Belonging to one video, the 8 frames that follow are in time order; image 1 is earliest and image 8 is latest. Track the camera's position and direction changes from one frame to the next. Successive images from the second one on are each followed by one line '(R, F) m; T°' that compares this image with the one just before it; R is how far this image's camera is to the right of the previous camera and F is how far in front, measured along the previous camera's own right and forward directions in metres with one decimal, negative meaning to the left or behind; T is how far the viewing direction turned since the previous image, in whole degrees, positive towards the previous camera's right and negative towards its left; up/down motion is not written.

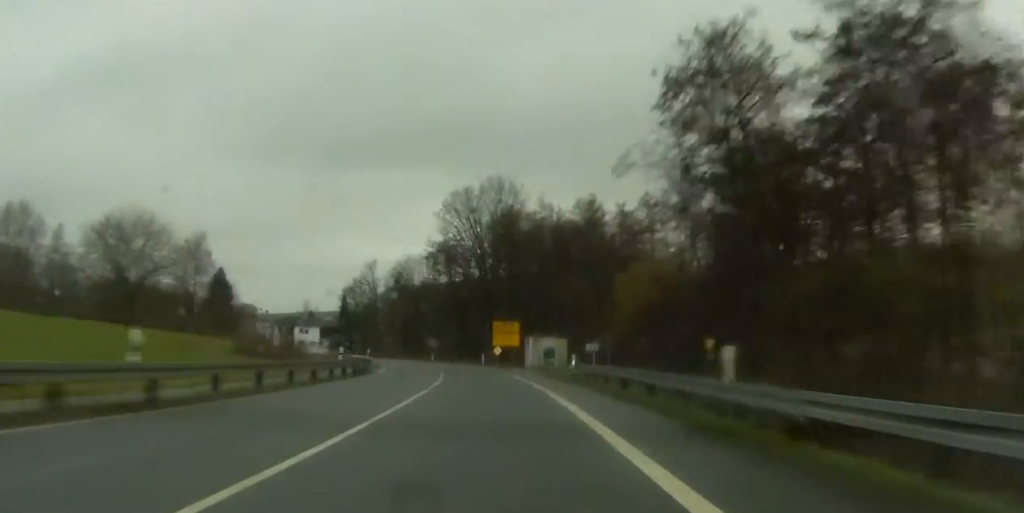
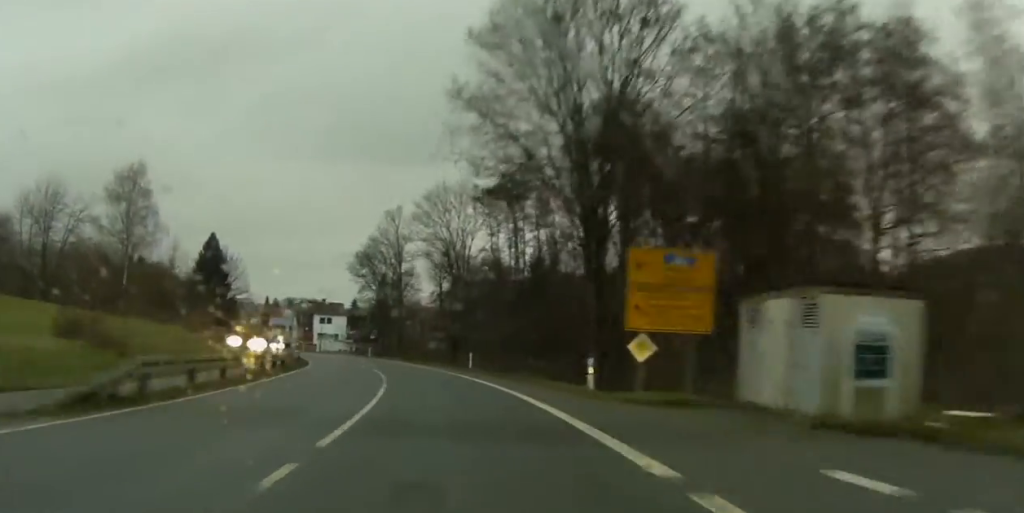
(+1.7, +52.4) m; 0°
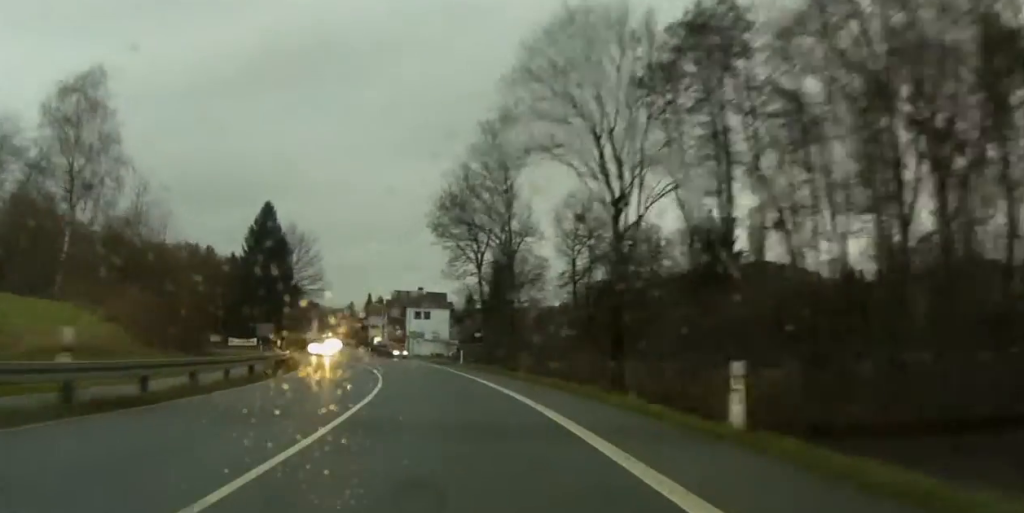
(-1.1, +34.9) m; -4°
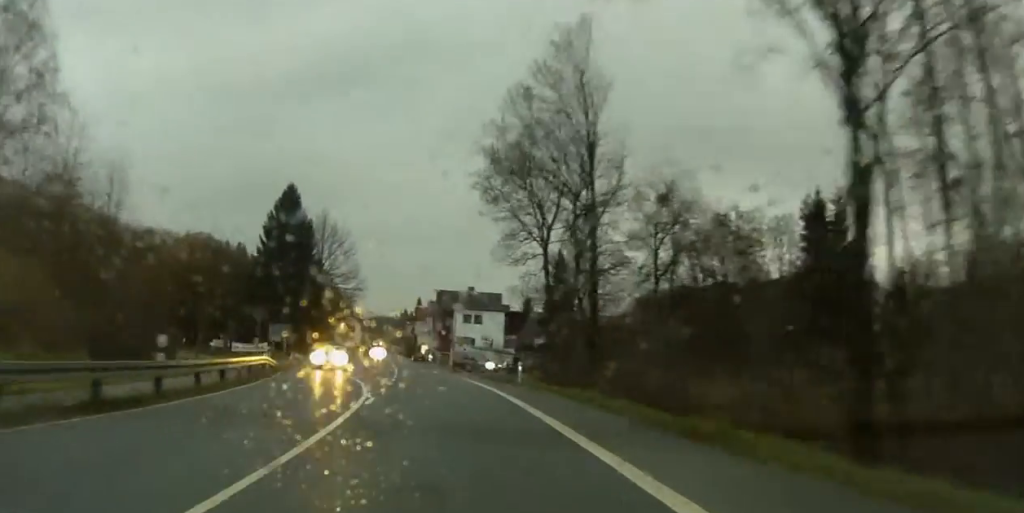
(-0.7, +17.5) m; -3°
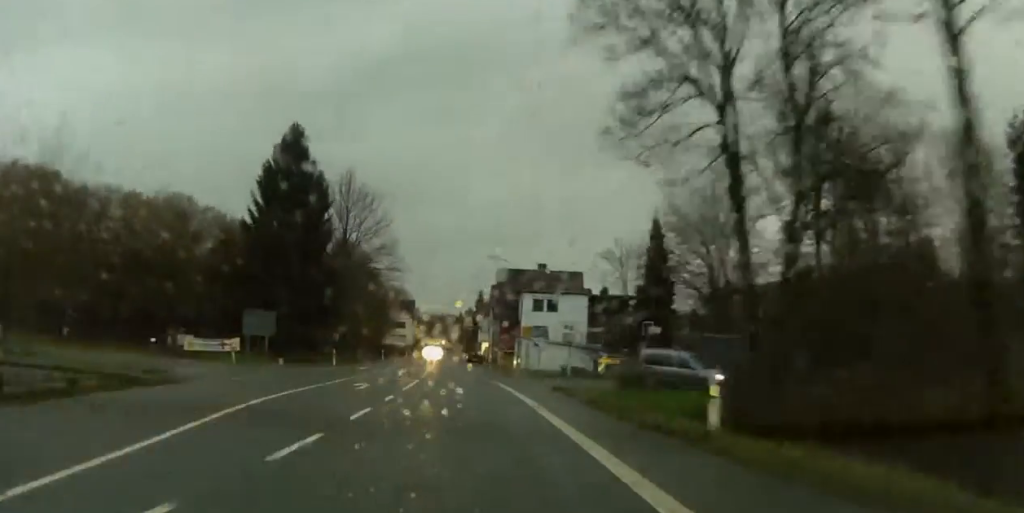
(-1.2, +27.9) m; -5°
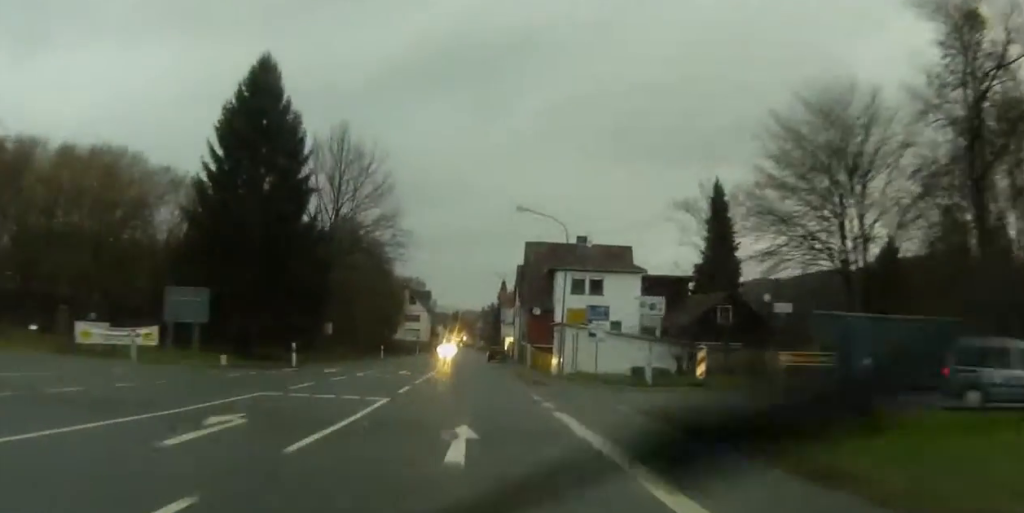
(-0.6, +19.8) m; -3°
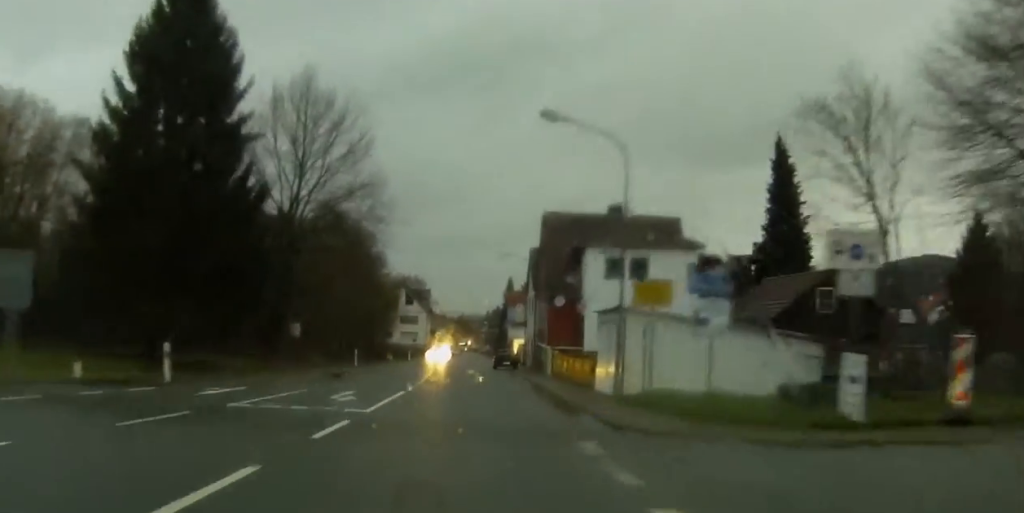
(-0.5, +18.6) m; -2°
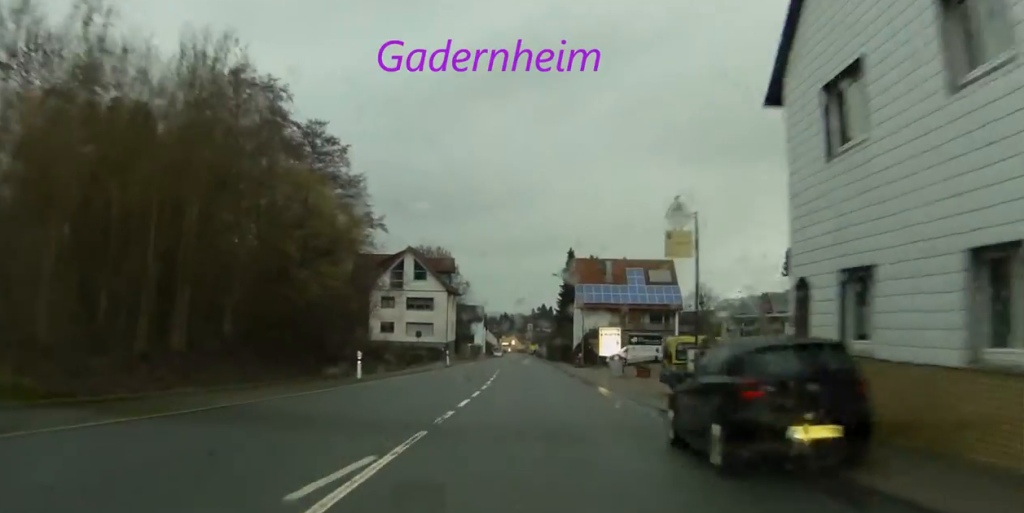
(-3.5, +58.3) m; -7°
